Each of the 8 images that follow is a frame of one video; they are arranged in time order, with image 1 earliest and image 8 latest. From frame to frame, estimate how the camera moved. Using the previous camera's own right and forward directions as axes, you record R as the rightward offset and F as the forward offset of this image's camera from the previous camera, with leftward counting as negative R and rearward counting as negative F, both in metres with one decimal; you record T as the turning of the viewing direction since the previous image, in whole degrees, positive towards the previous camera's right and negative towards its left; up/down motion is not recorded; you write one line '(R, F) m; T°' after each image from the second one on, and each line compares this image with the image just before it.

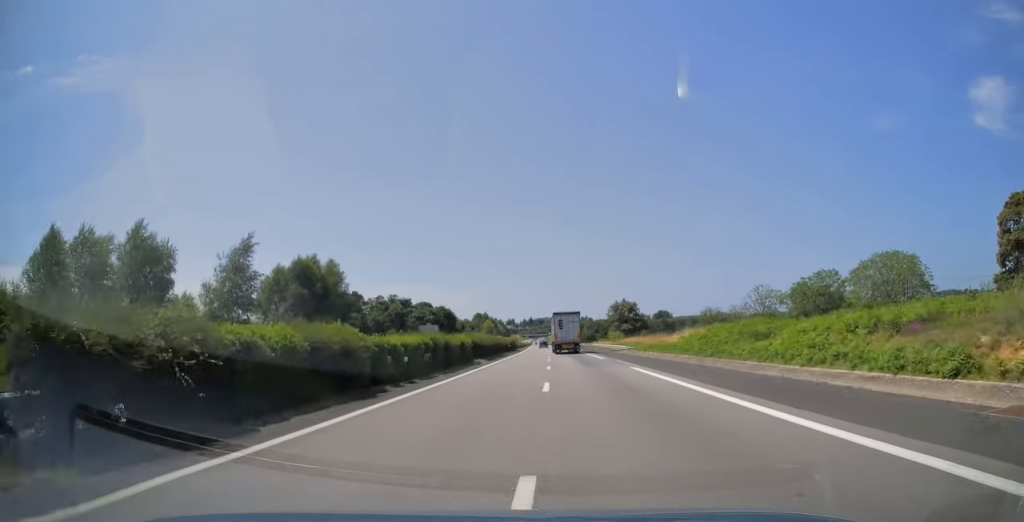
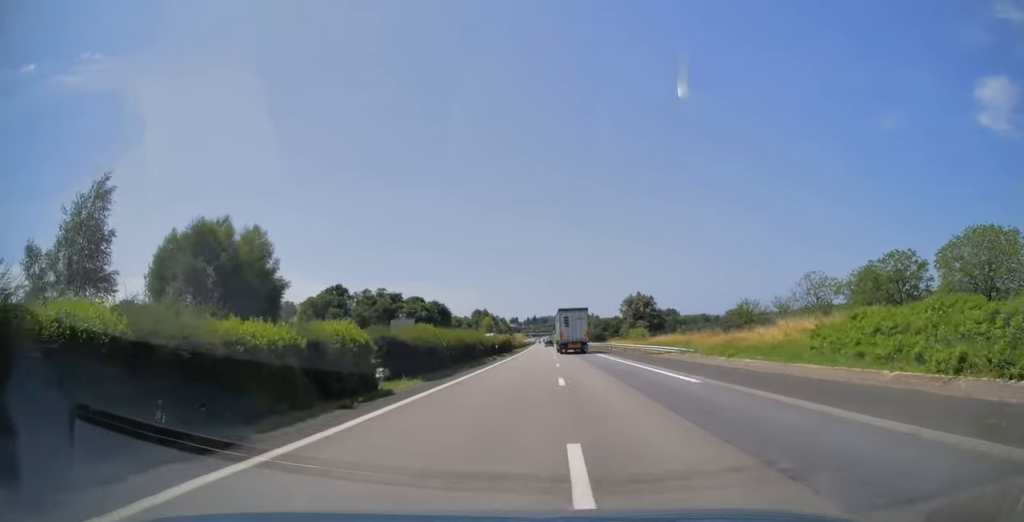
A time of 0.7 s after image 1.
(-0.1, +24.2) m; 0°
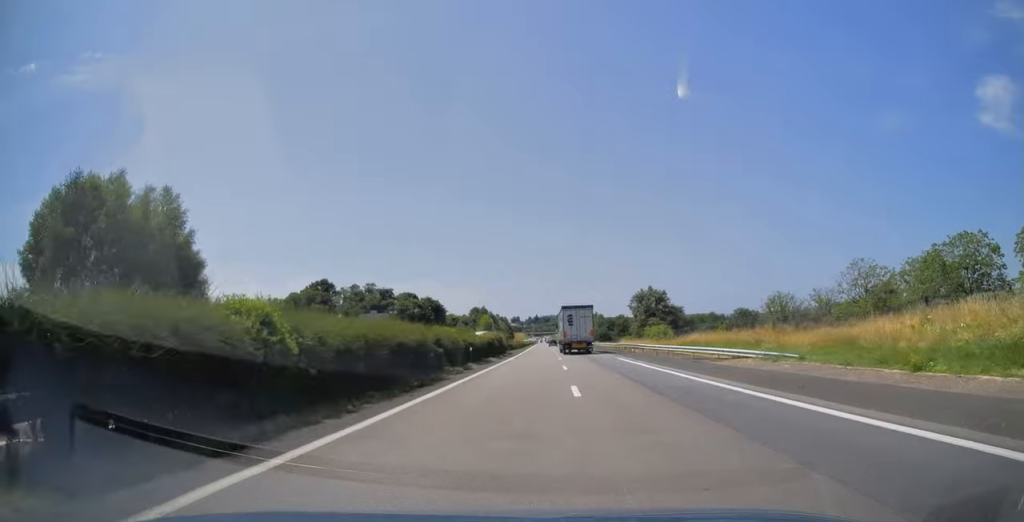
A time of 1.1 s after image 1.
(-0.1, +16.7) m; 0°
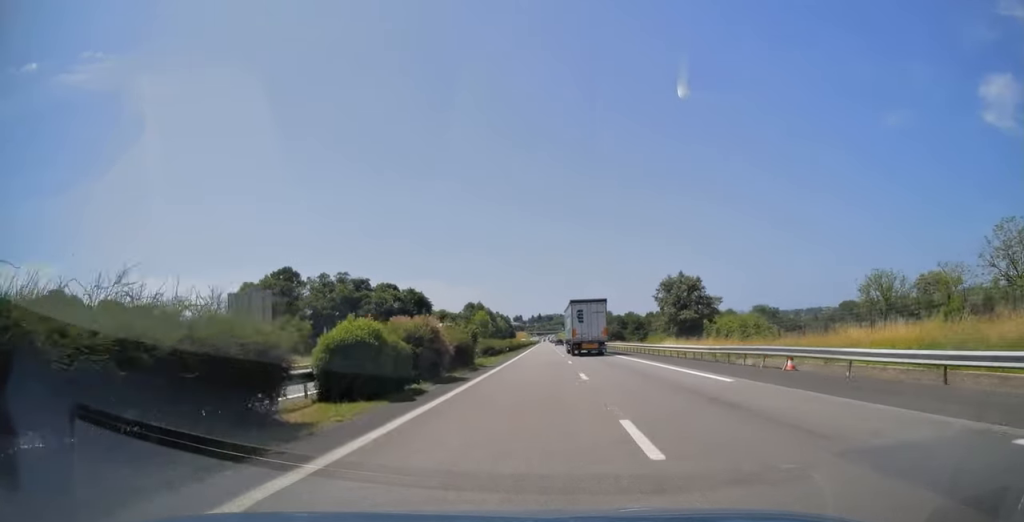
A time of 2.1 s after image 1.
(-0.1, +33.4) m; 0°
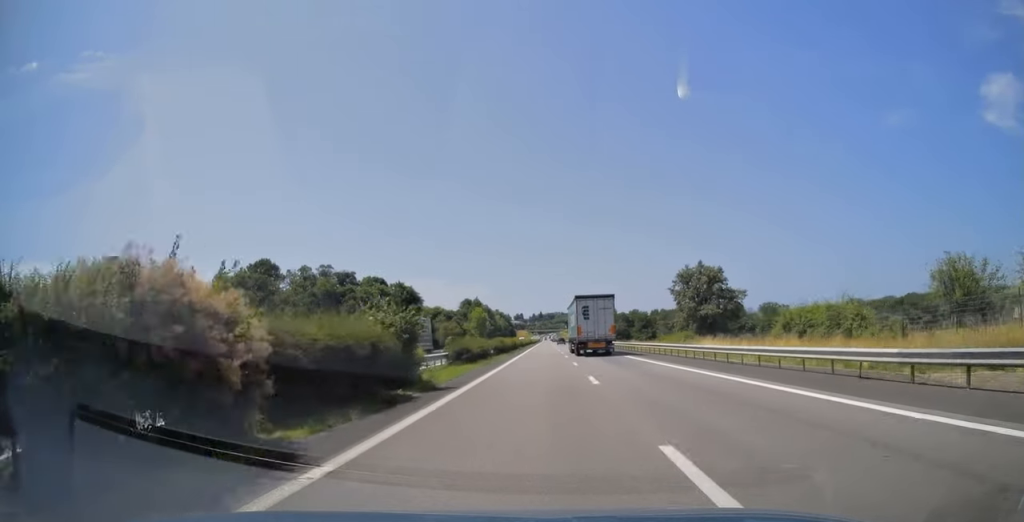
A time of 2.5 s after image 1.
(0.0, +15.6) m; 0°
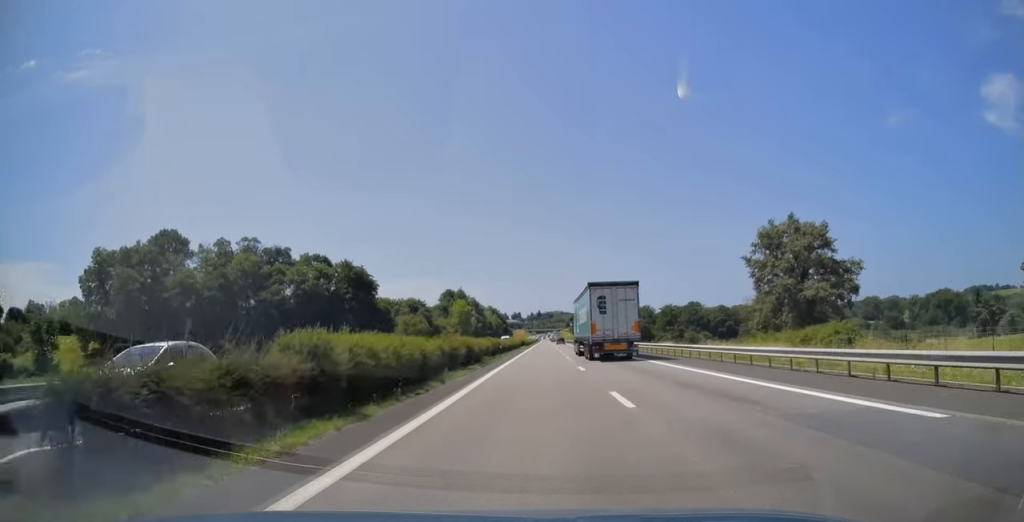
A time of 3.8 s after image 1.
(-0.2, +44.9) m; 0°
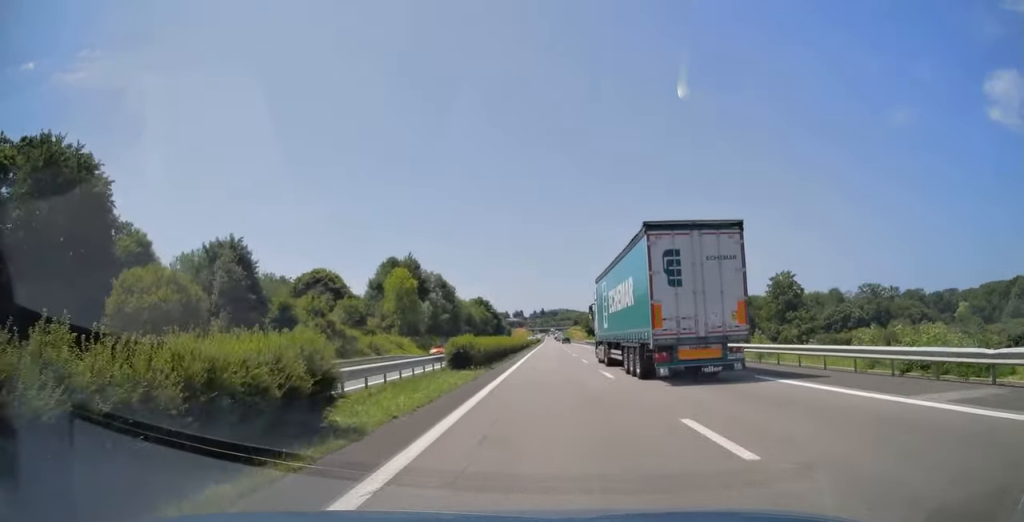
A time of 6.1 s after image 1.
(-0.2, +83.6) m; 0°
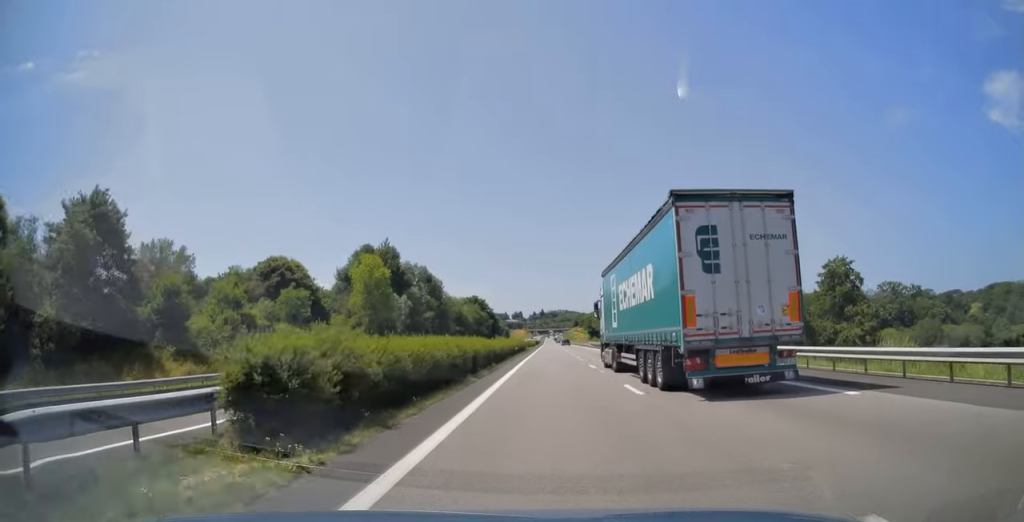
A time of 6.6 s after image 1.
(0.0, +18.4) m; 0°
